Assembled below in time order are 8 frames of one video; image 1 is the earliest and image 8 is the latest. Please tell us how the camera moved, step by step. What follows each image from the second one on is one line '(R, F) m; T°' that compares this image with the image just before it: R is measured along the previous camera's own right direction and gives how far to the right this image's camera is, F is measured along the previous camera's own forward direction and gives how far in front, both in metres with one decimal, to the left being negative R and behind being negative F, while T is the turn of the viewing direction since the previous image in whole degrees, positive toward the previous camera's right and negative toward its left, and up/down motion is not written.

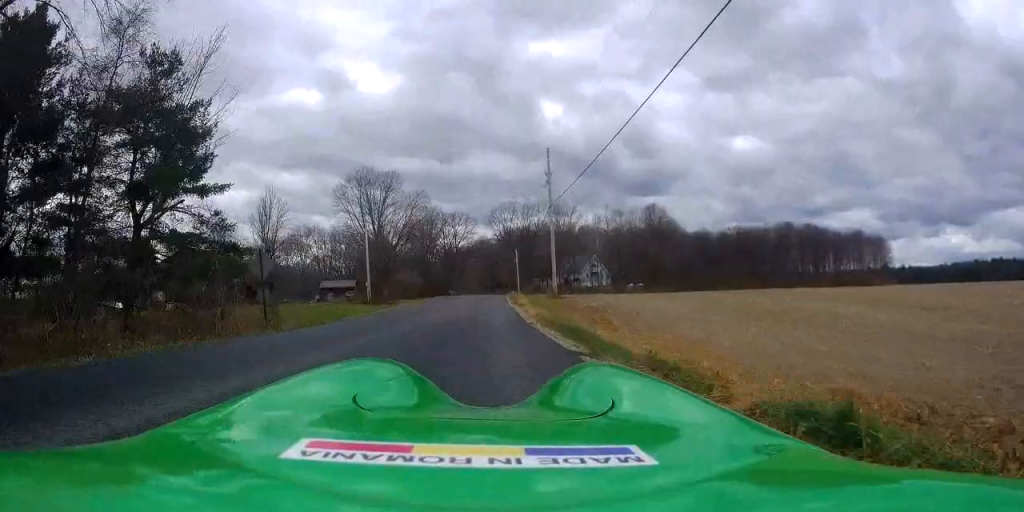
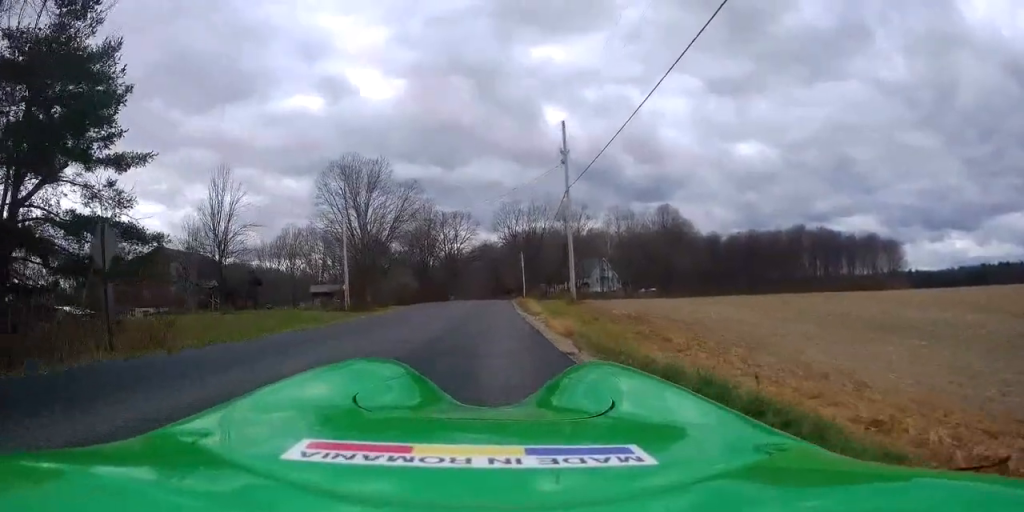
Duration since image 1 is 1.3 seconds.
(0.0, +9.0) m; 0°
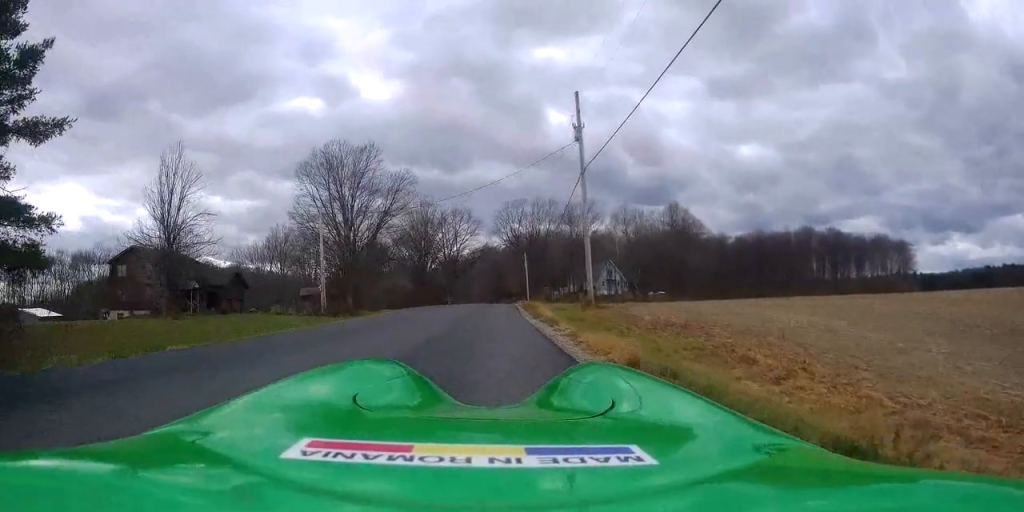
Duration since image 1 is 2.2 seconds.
(0.0, +6.0) m; 0°
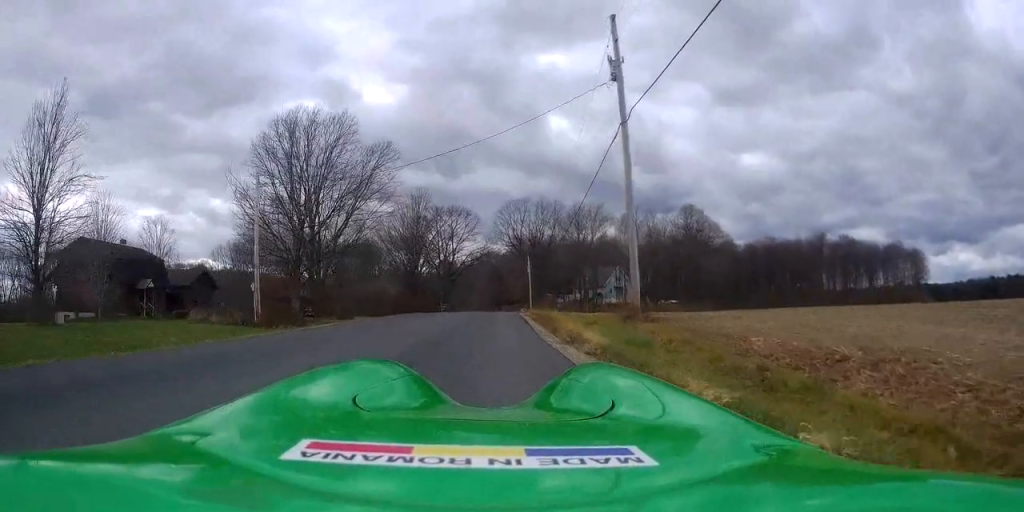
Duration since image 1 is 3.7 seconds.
(-0.1, +10.1) m; -1°
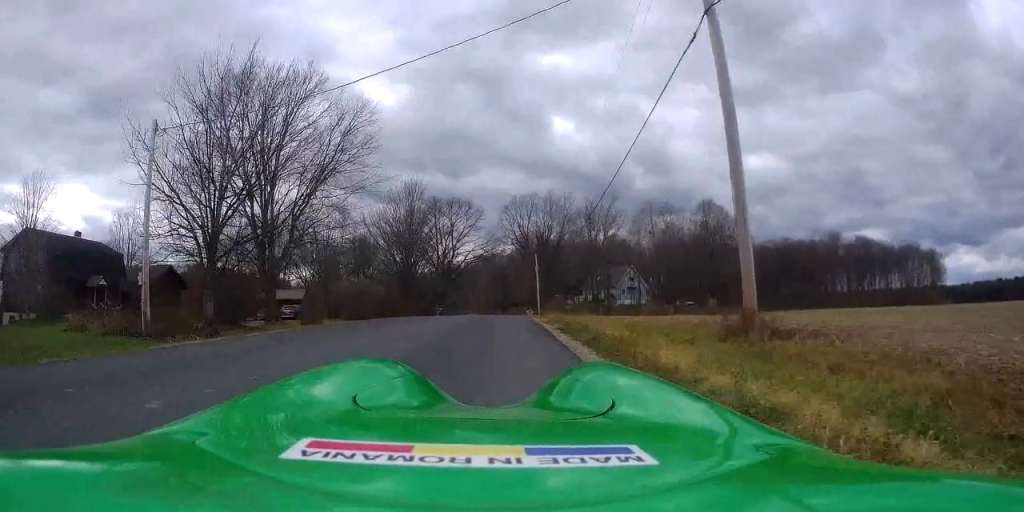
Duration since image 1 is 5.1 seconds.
(0.0, +9.3) m; +1°
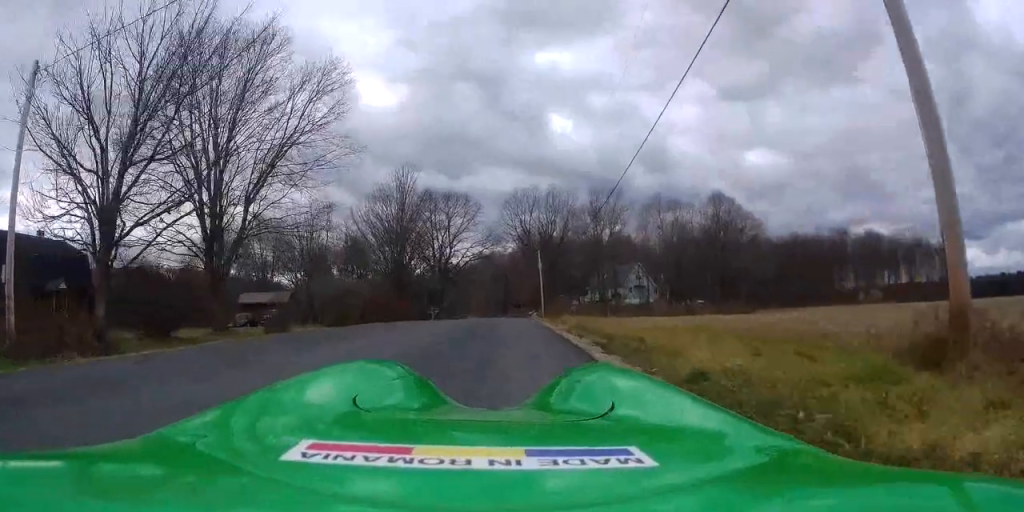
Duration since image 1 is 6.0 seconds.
(0.0, +6.0) m; 0°
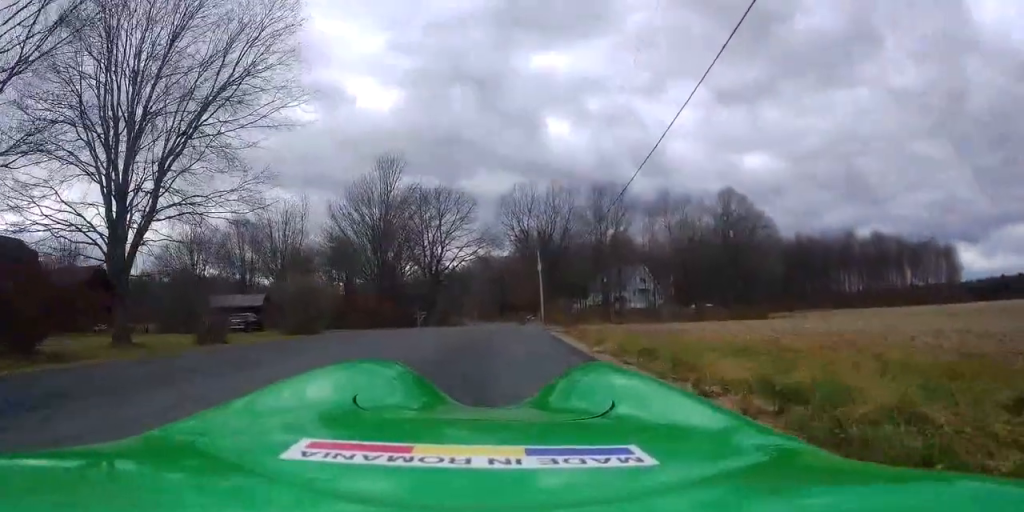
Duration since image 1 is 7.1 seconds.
(-0.1, +7.2) m; +2°
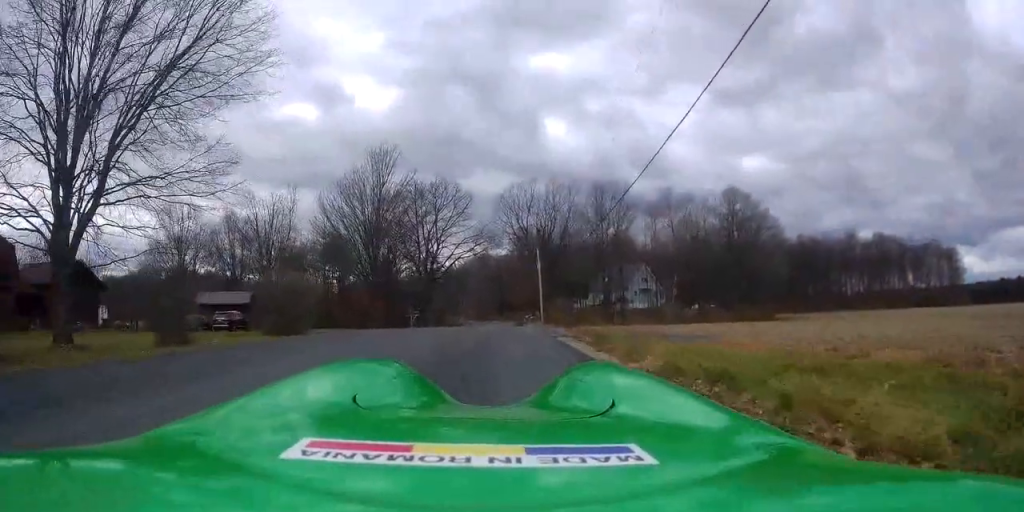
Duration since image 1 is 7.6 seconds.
(+0.1, +2.8) m; +1°
